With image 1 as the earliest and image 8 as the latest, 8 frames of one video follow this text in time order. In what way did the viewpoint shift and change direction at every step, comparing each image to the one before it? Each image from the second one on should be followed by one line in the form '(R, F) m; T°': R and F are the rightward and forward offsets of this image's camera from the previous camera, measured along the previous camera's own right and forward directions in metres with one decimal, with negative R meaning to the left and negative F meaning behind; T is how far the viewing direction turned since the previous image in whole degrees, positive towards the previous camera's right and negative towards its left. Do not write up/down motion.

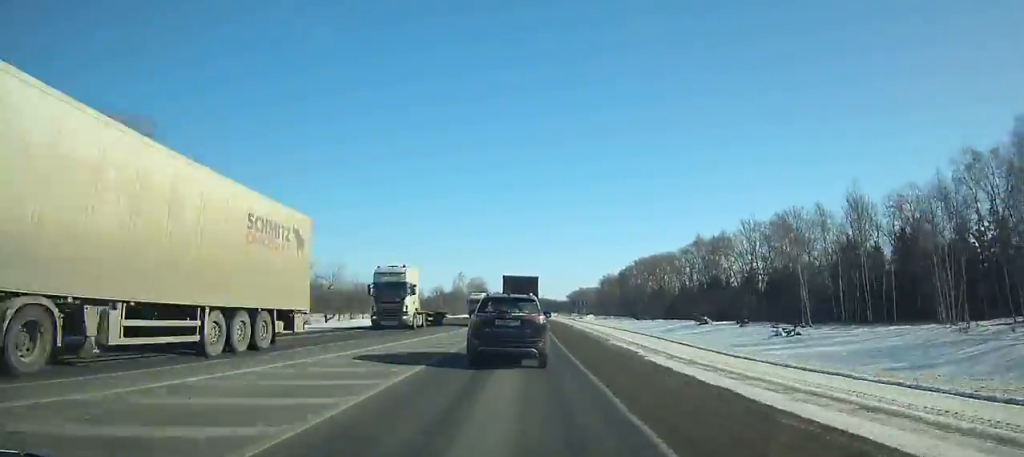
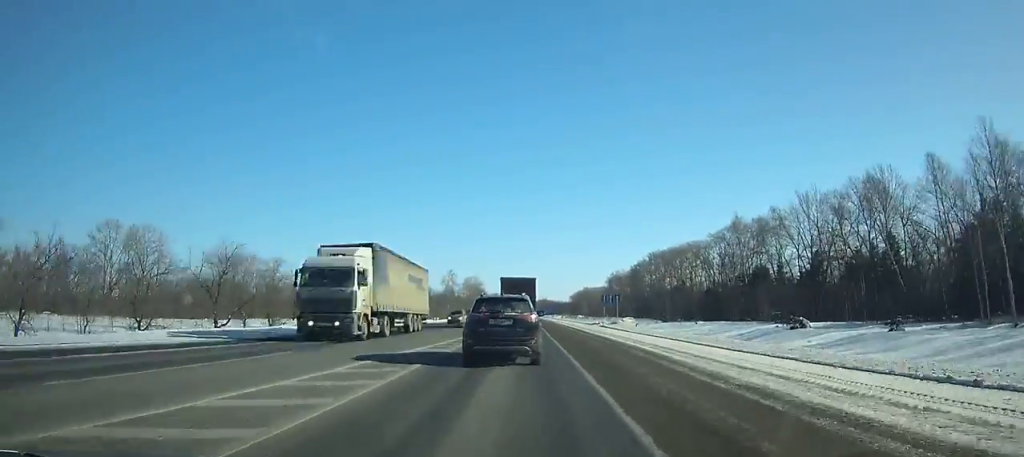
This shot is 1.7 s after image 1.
(-0.1, +32.7) m; 0°
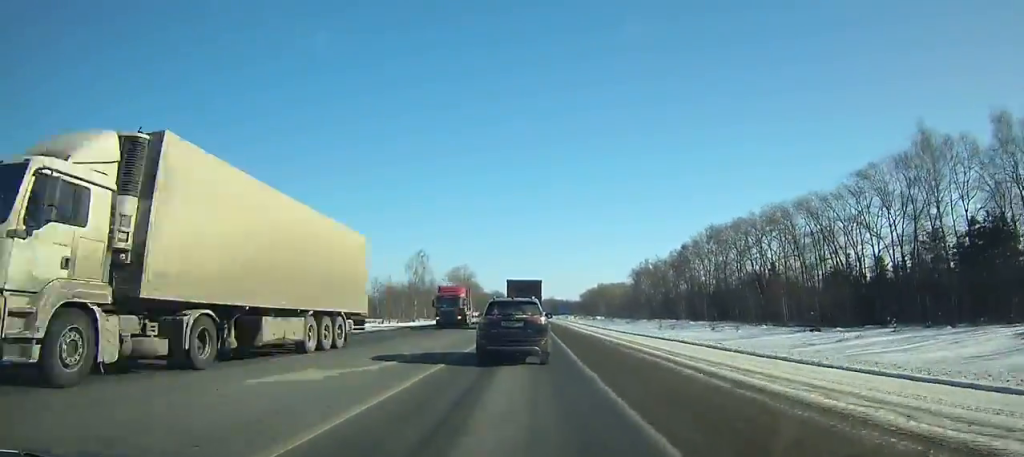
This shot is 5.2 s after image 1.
(-0.2, +68.0) m; 0°
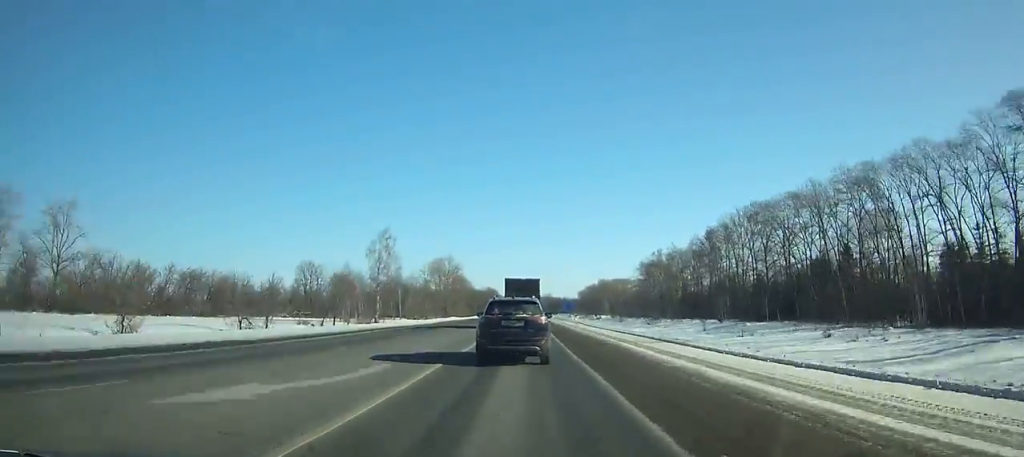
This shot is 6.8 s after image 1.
(0.0, +31.3) m; 0°
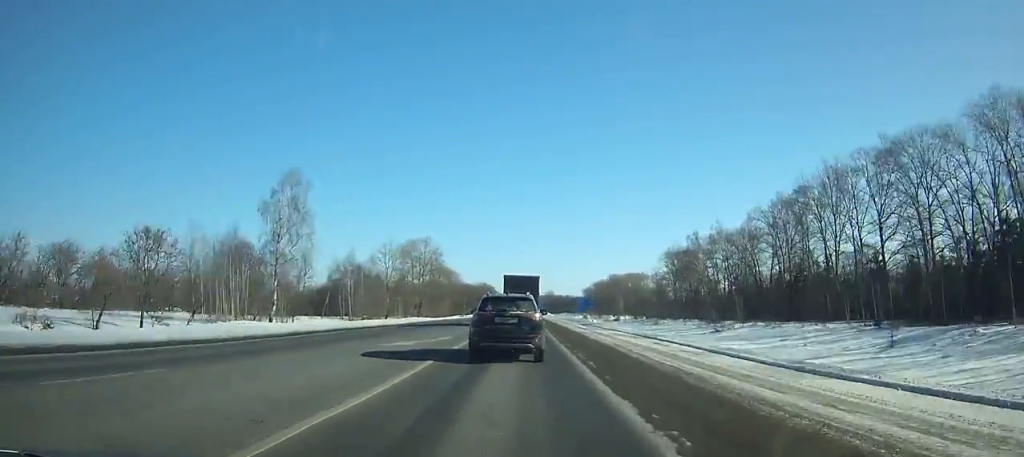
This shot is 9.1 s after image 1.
(0.0, +45.2) m; 0°
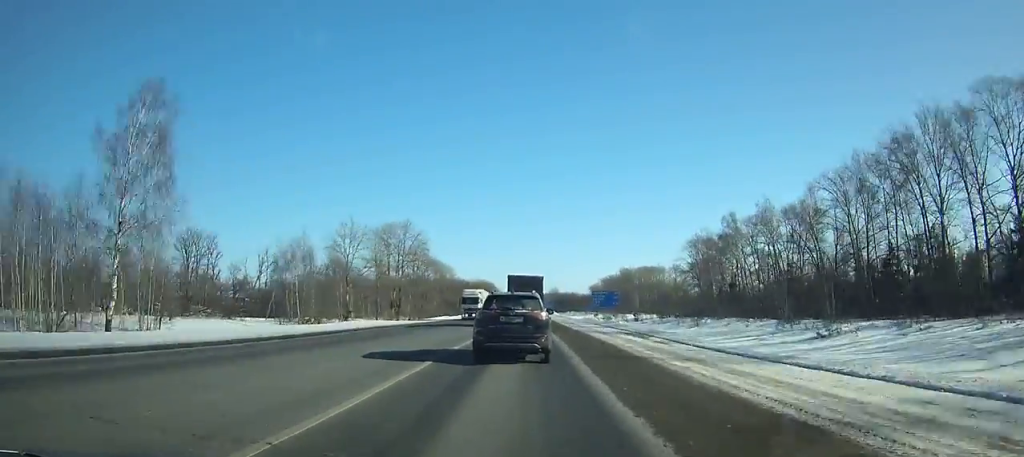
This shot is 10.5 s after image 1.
(+0.1, +27.4) m; 0°
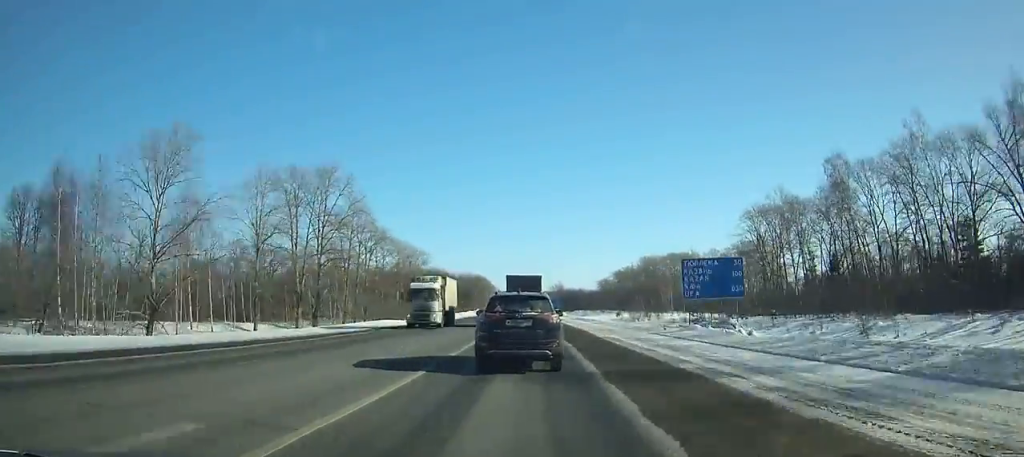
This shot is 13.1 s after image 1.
(+0.1, +50.7) m; 0°
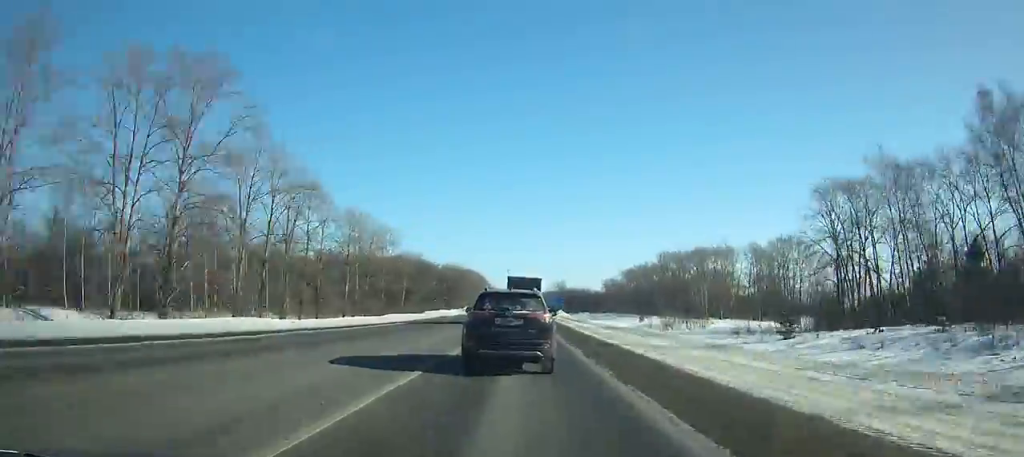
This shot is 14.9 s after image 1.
(-0.3, +34.8) m; 0°
